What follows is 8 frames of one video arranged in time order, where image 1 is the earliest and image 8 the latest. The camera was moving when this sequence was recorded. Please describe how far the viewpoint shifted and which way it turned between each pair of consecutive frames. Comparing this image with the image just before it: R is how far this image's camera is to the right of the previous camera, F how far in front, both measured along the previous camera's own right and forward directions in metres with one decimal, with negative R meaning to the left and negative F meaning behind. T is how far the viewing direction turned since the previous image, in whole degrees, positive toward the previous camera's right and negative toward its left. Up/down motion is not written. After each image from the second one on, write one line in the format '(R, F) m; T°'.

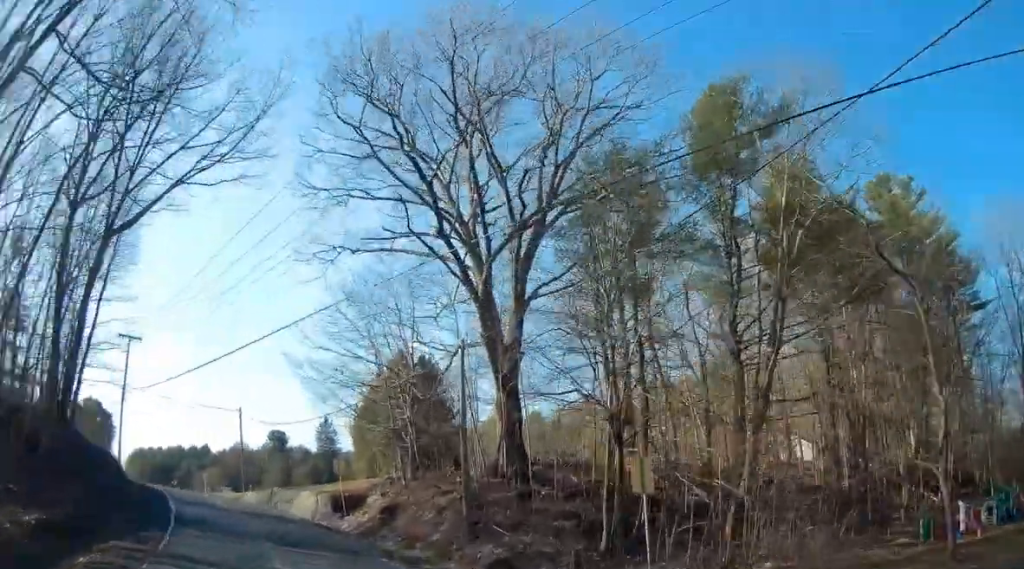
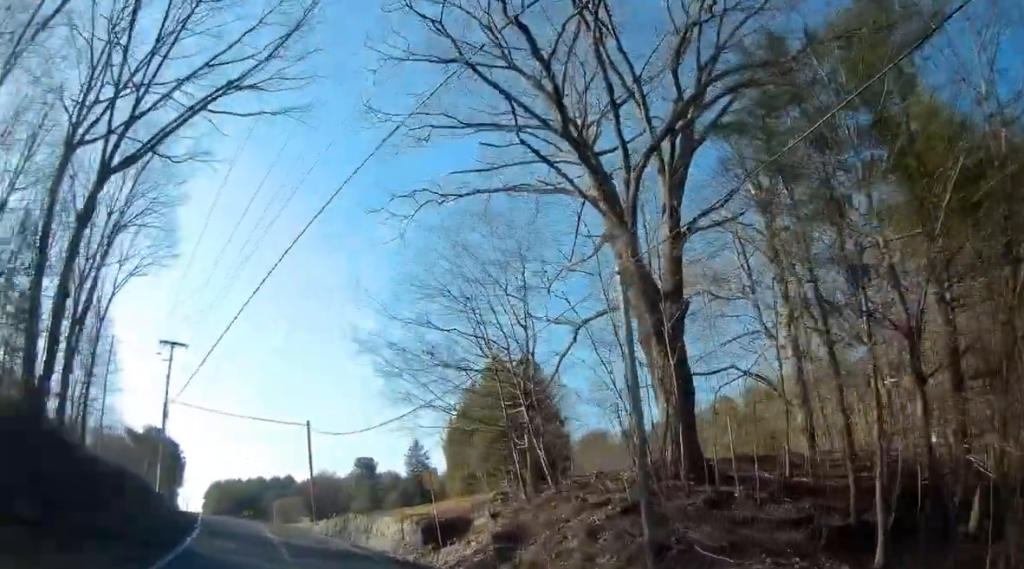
(-0.7, +8.5) m; -8°
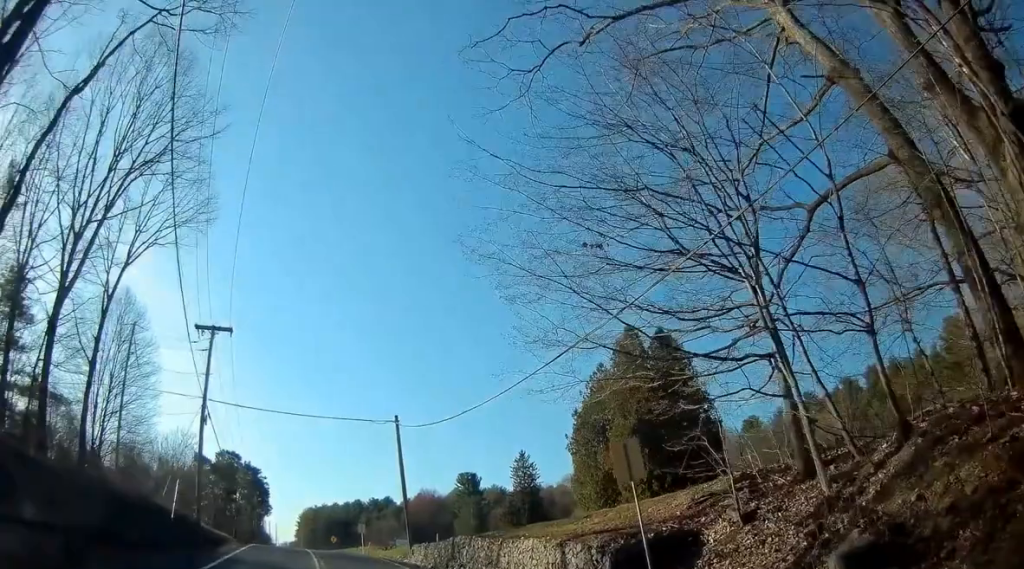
(-1.2, +11.1) m; -10°
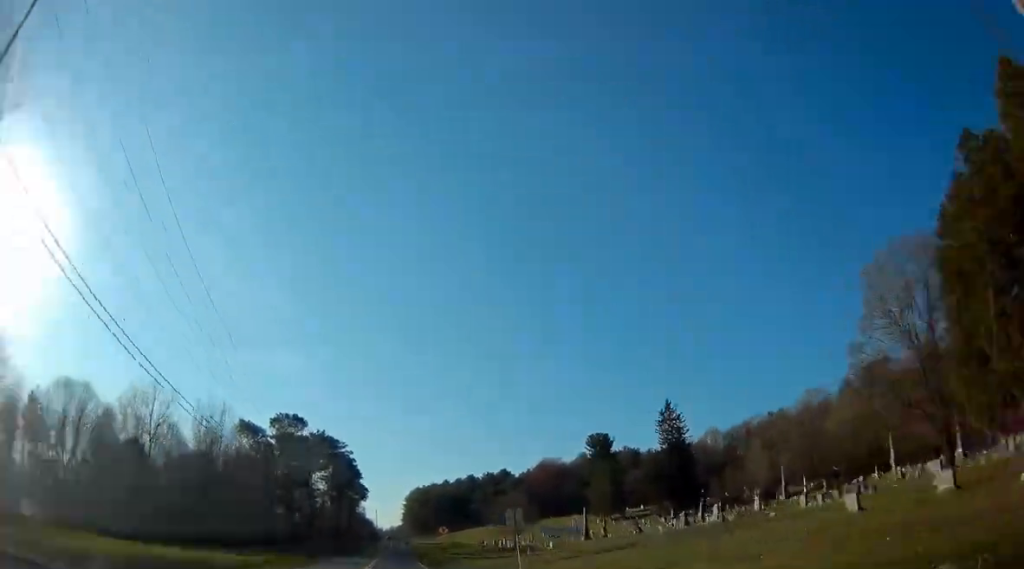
(-4.7, +30.8) m; -14°
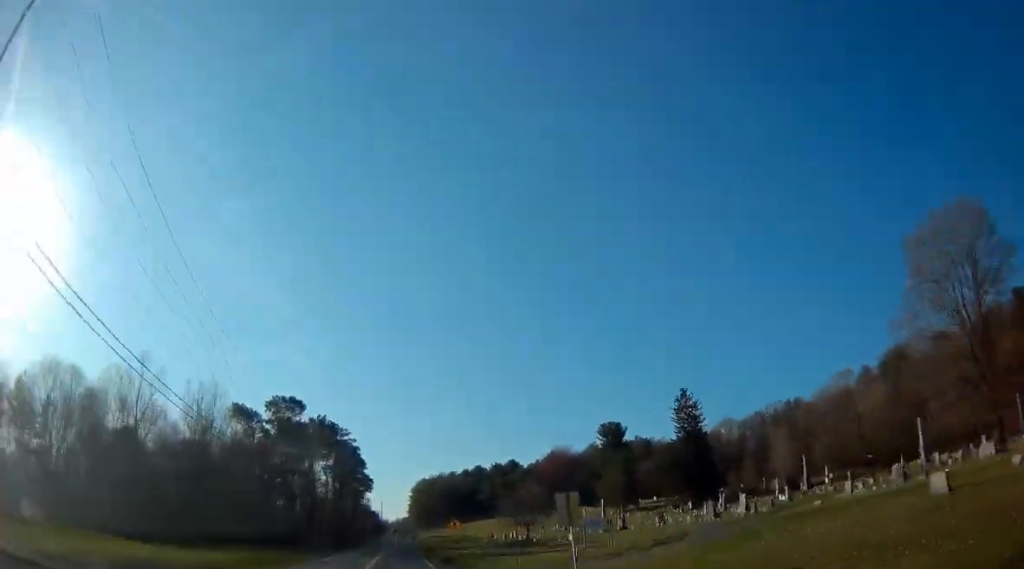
(-0.1, +6.0) m; -1°
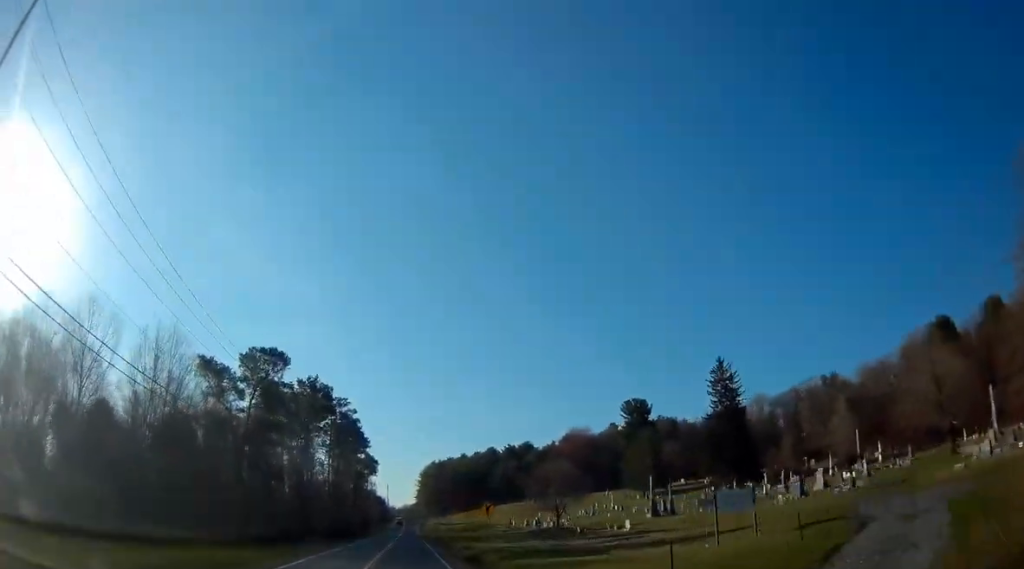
(0.0, +15.2) m; 0°
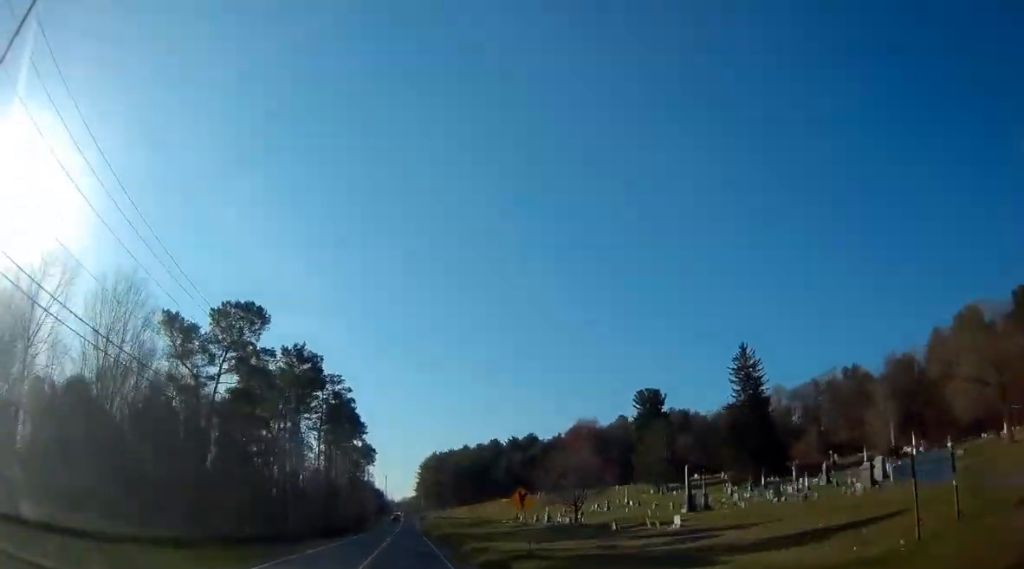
(0.0, +9.5) m; 0°
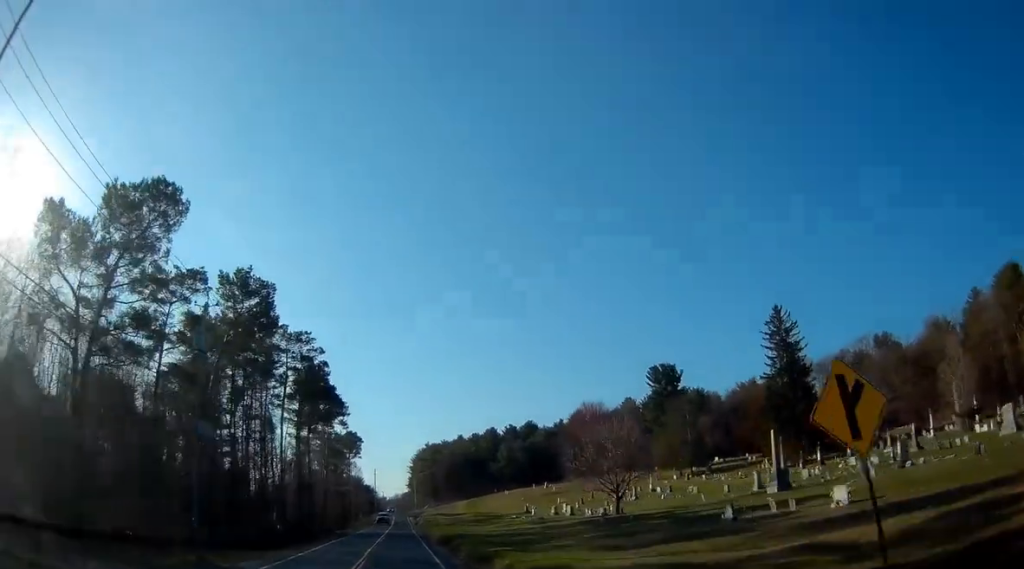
(+0.1, +17.5) m; 0°
